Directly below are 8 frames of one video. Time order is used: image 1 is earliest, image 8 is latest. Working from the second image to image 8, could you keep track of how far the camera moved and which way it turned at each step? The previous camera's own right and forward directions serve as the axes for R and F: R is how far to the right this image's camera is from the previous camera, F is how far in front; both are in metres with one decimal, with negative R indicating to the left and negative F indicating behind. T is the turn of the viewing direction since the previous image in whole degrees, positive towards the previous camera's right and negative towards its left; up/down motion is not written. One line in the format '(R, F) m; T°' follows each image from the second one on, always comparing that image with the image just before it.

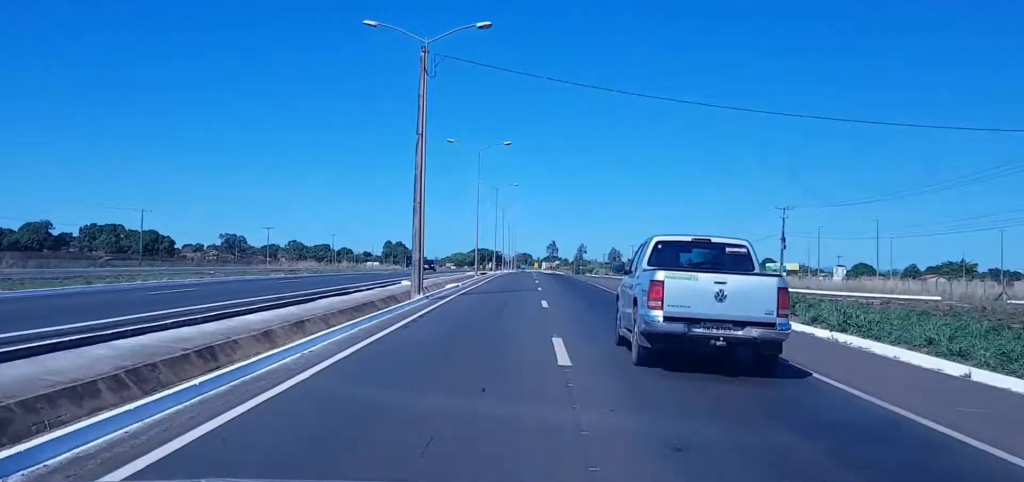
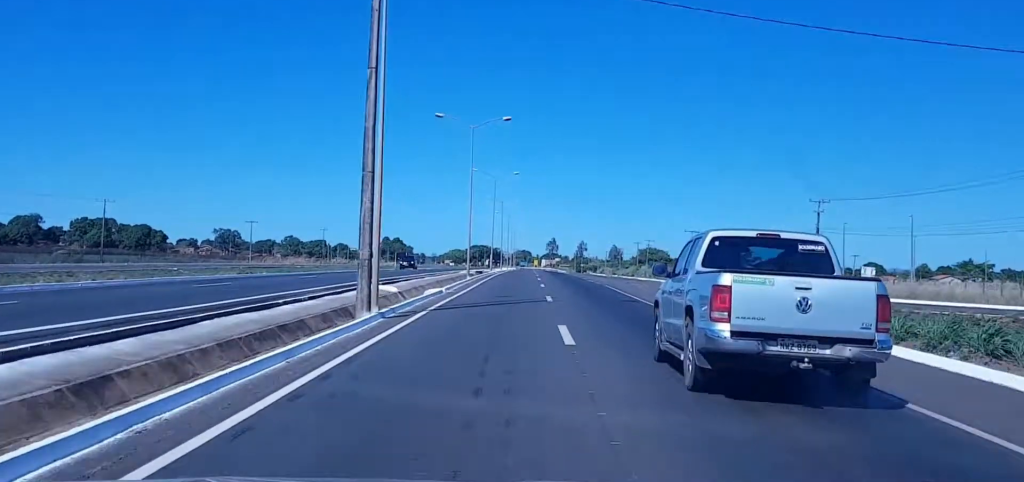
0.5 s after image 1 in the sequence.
(+0.1, +12.8) m; 0°
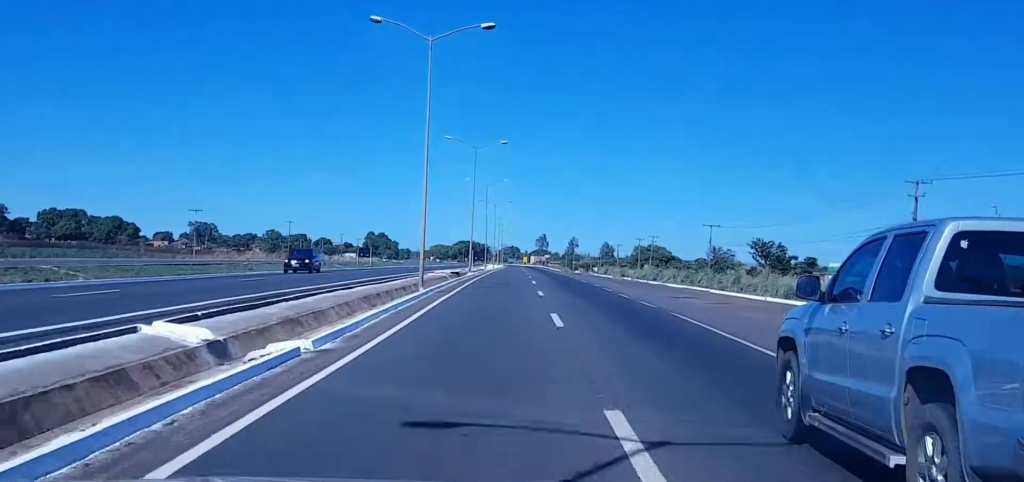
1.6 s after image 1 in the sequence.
(0.0, +26.6) m; 0°
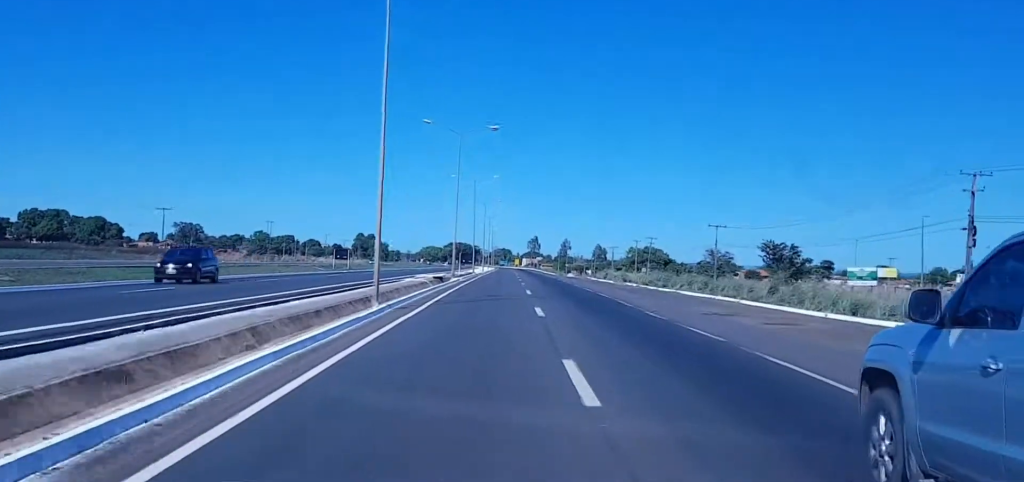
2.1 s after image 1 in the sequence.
(-0.2, +10.6) m; 0°
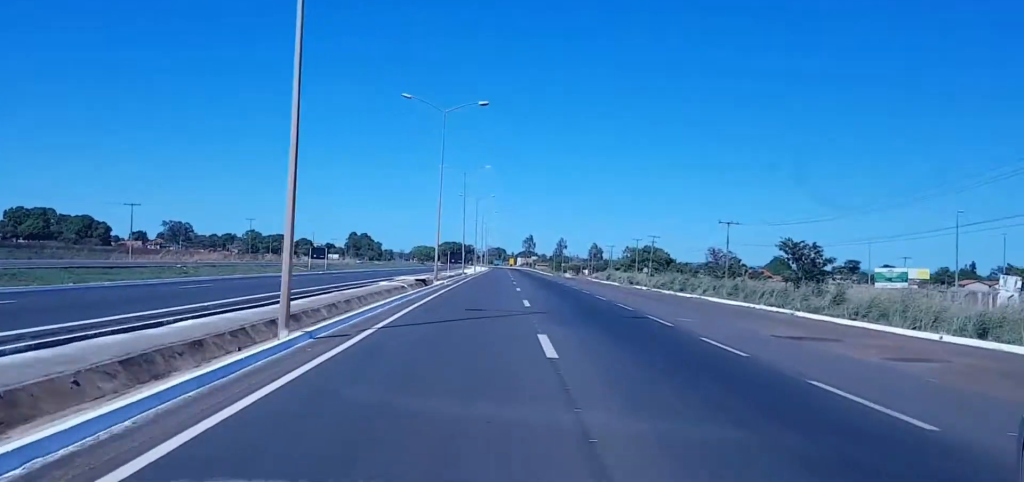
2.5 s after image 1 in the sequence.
(+0.2, +10.7) m; +1°
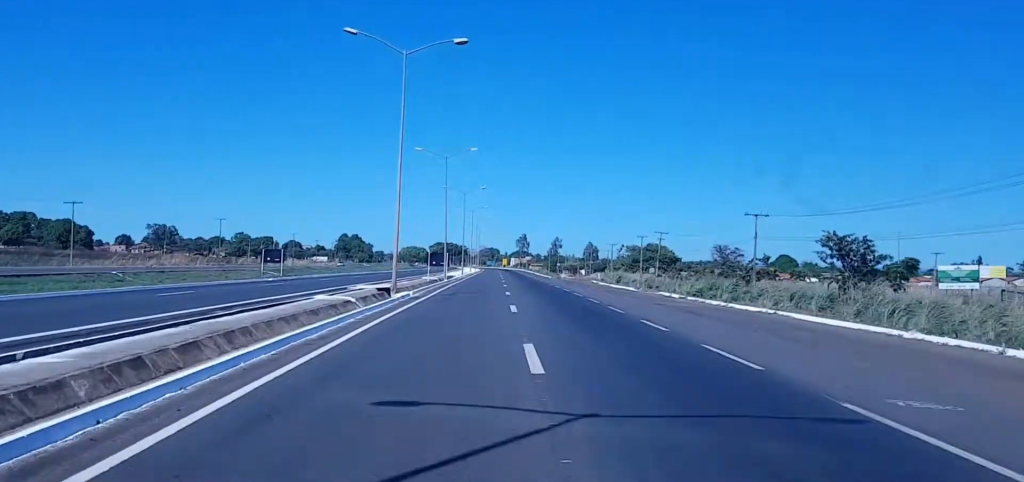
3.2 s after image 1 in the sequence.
(+0.2, +17.3) m; +1°
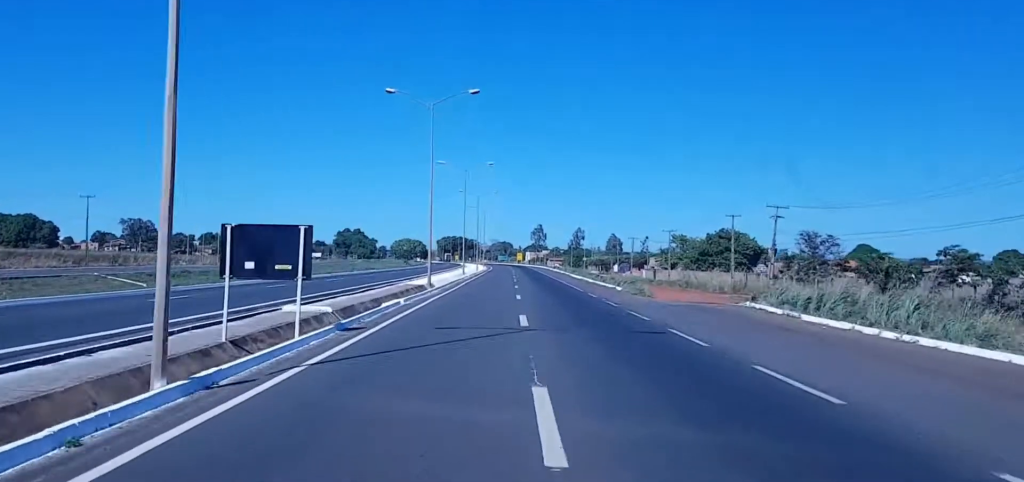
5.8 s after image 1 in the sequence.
(-0.8, +66.8) m; -1°
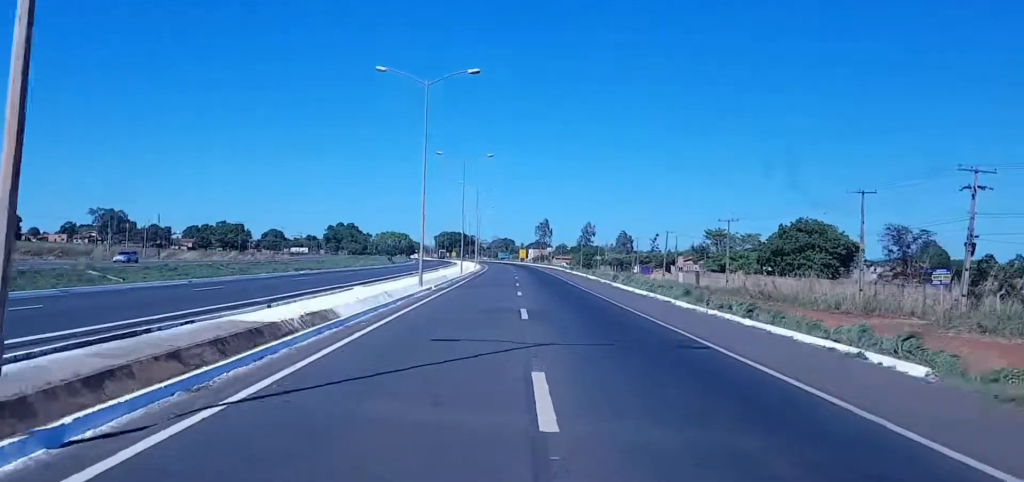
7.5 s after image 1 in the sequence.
(+0.9, +44.8) m; +2°
